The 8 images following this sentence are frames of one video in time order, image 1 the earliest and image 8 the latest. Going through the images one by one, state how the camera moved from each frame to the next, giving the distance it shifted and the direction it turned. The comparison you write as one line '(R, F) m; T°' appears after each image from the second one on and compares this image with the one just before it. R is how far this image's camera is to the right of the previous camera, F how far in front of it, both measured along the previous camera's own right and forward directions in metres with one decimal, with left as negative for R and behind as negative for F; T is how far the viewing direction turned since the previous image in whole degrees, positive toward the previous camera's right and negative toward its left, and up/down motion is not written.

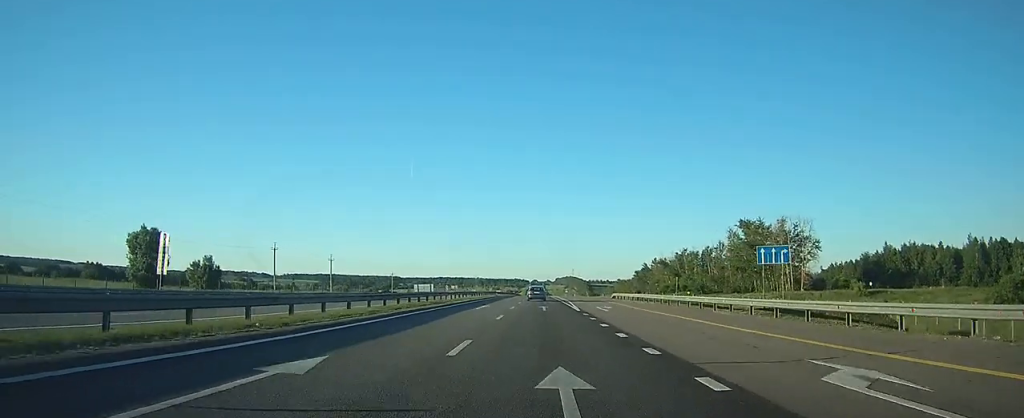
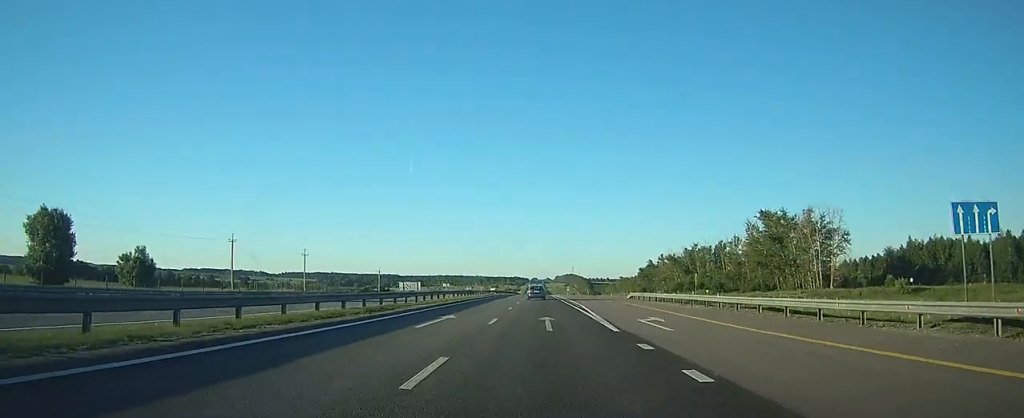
(0.0, +15.5) m; 0°
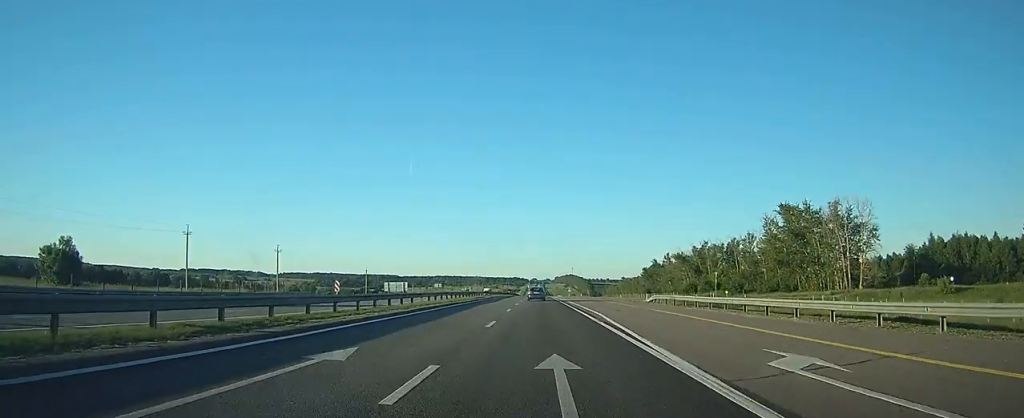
(0.0, +12.8) m; 0°
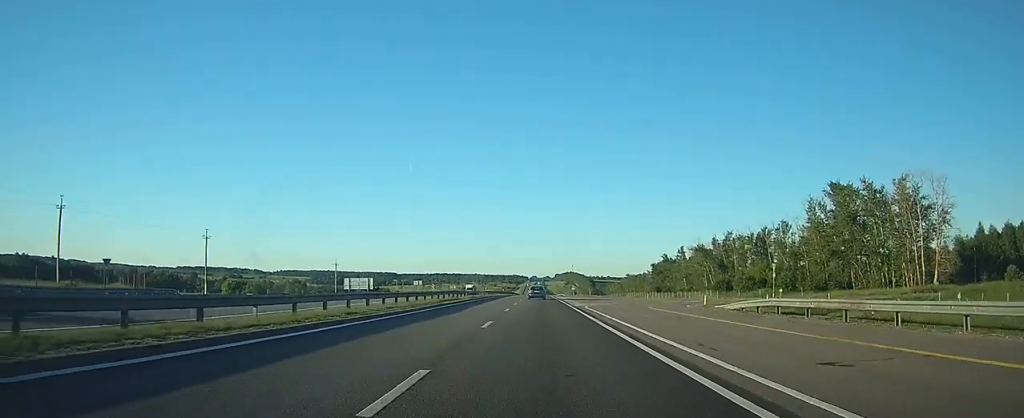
(0.0, +24.7) m; 0°
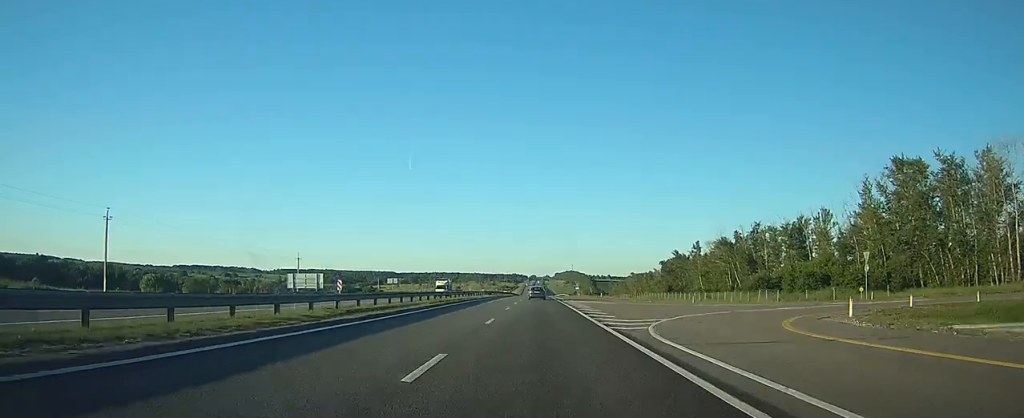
(+0.1, +22.0) m; 0°
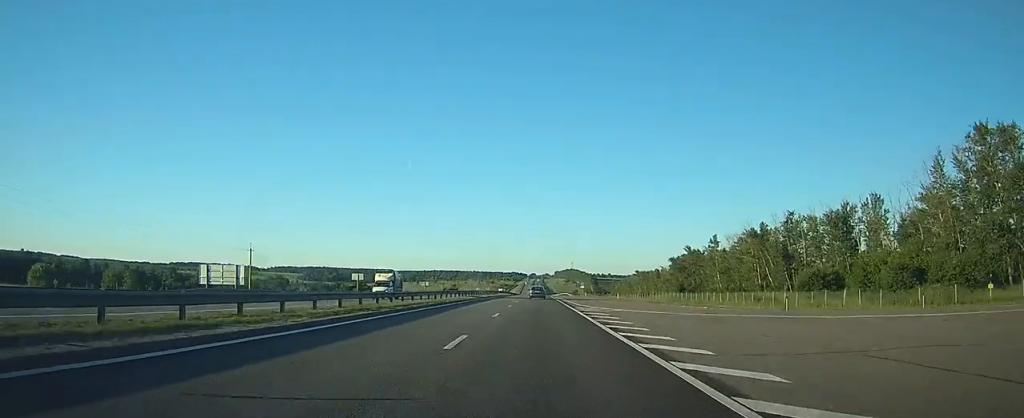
(0.0, +20.2) m; 0°
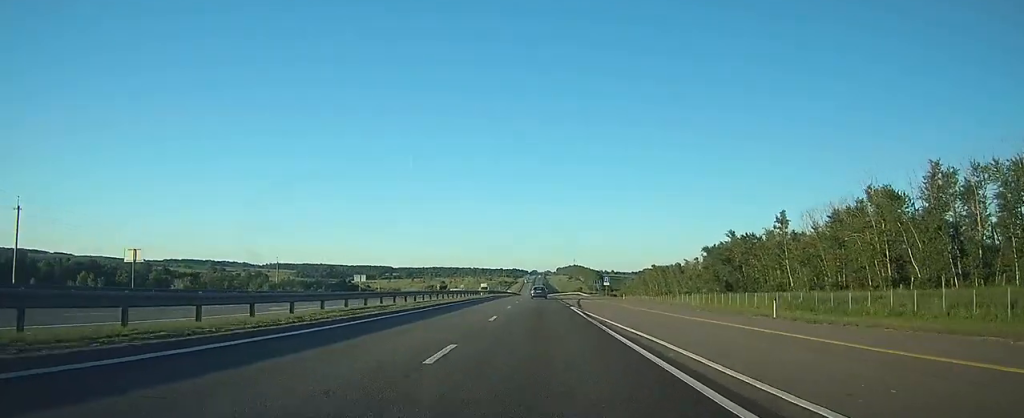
(0.0, +49.8) m; 0°
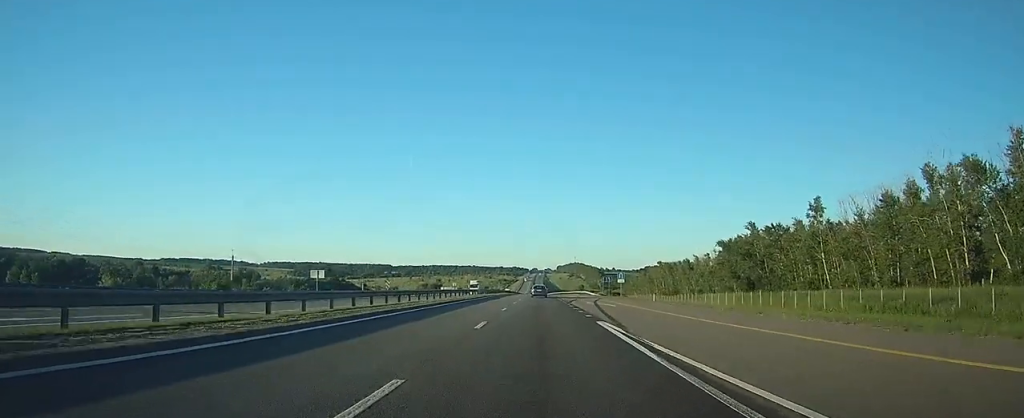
(0.0, +16.7) m; 0°
